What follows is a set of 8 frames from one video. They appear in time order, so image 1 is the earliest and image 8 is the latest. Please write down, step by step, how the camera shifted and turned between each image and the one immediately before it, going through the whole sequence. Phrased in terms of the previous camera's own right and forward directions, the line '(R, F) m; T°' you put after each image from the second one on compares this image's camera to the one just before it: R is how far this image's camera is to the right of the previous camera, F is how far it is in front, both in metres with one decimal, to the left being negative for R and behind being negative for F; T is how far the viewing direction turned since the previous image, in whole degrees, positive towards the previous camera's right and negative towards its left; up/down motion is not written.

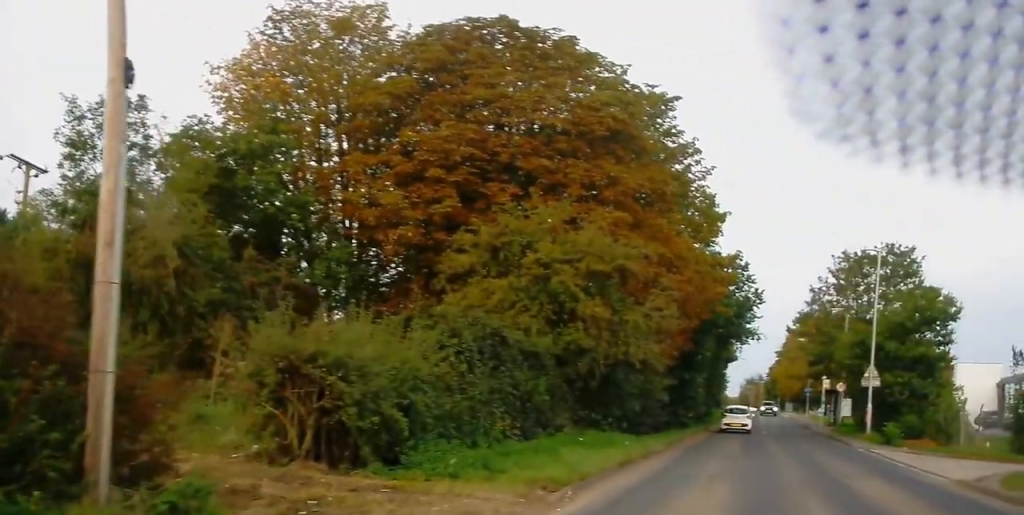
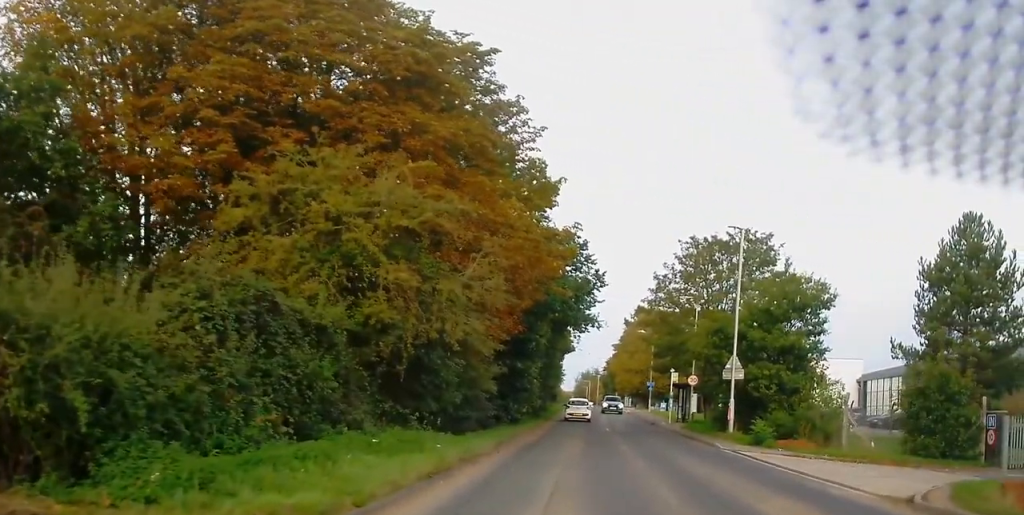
(+0.4, +3.9) m; +11°
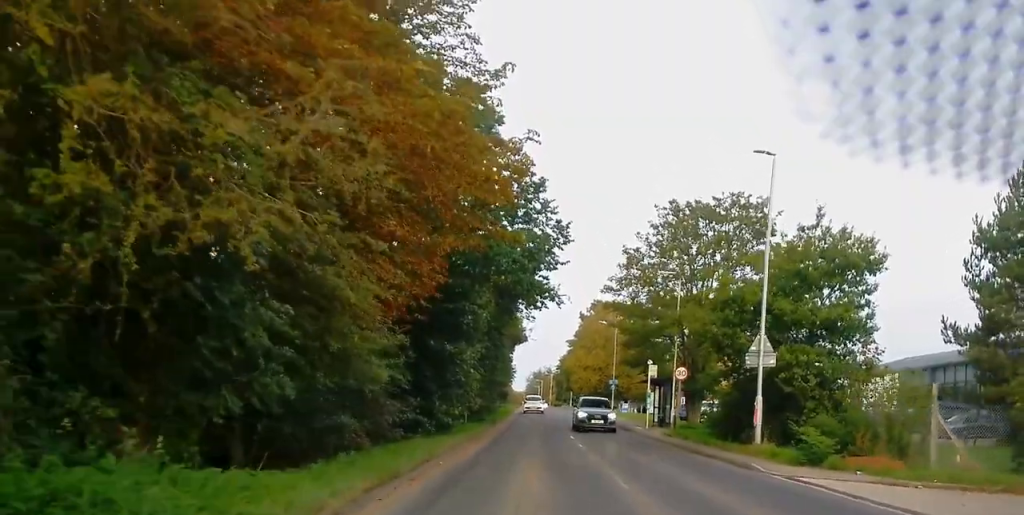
(+0.7, +9.0) m; +8°
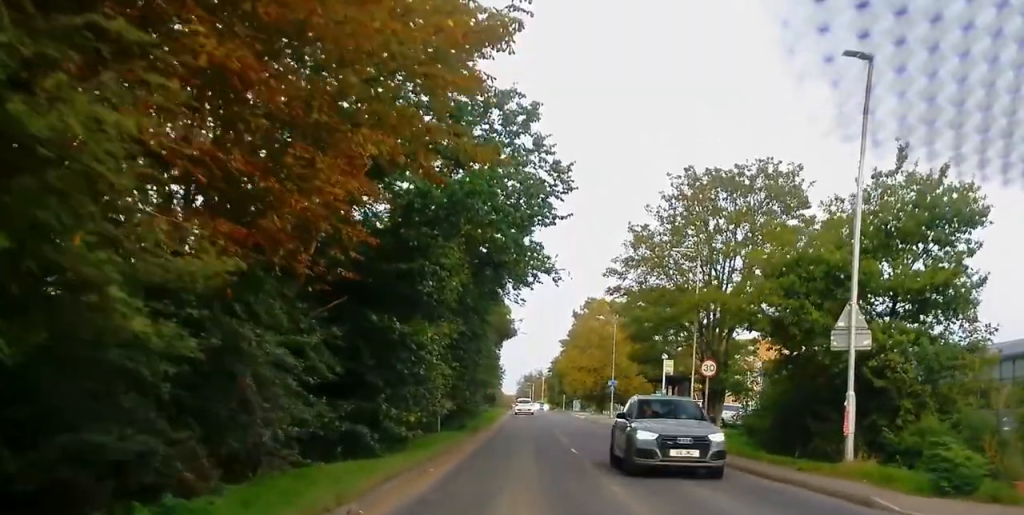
(+0.4, +6.3) m; +3°
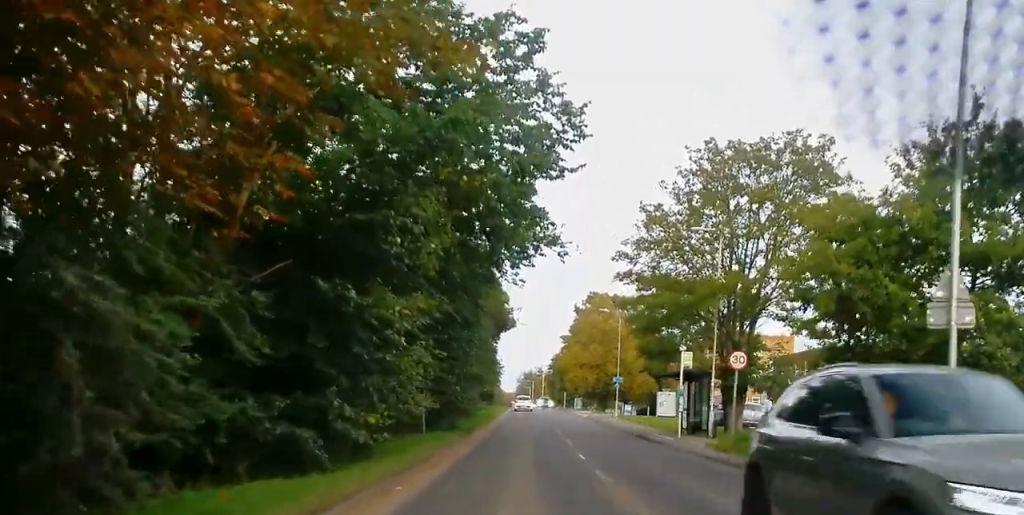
(0.0, +3.6) m; +3°
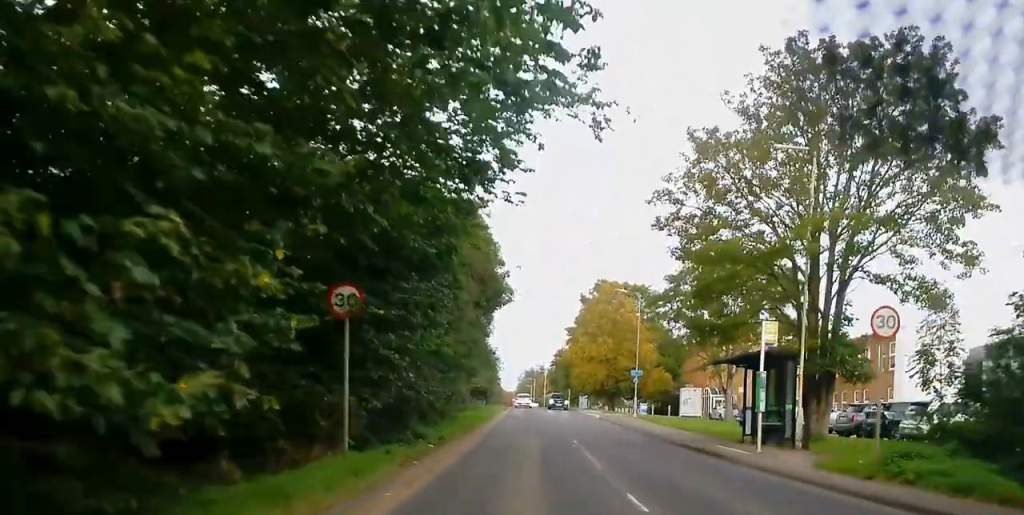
(+0.5, +8.5) m; 0°
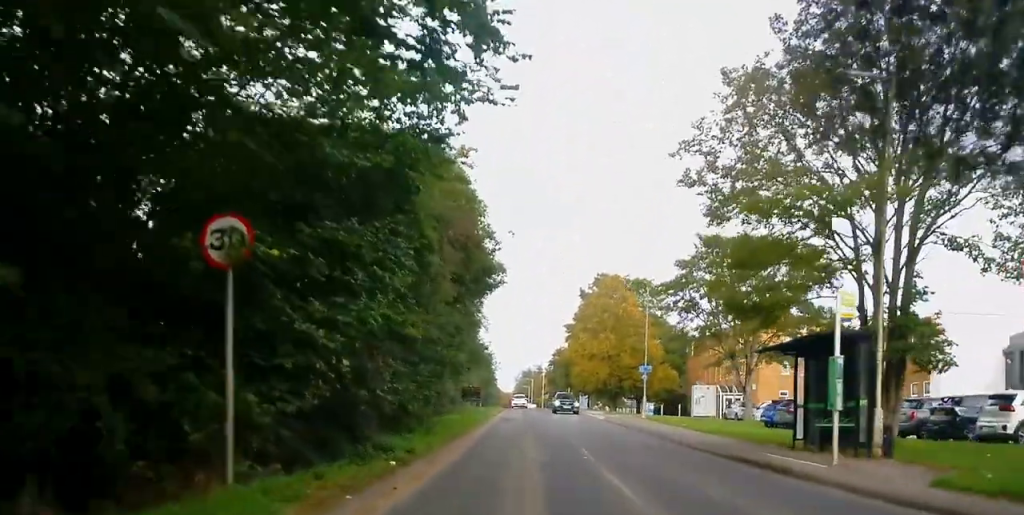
(-0.1, +4.7) m; -3°
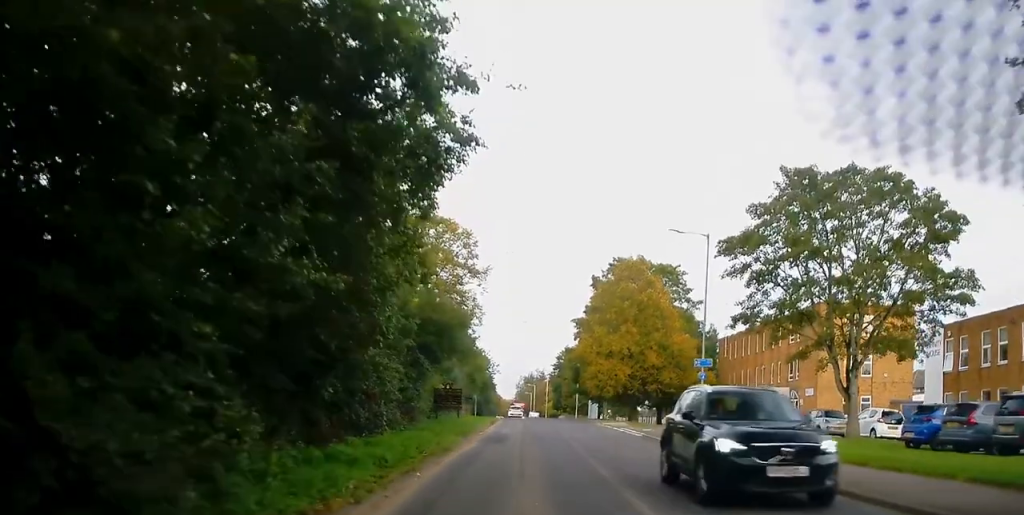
(-1.3, +15.6) m; -1°
